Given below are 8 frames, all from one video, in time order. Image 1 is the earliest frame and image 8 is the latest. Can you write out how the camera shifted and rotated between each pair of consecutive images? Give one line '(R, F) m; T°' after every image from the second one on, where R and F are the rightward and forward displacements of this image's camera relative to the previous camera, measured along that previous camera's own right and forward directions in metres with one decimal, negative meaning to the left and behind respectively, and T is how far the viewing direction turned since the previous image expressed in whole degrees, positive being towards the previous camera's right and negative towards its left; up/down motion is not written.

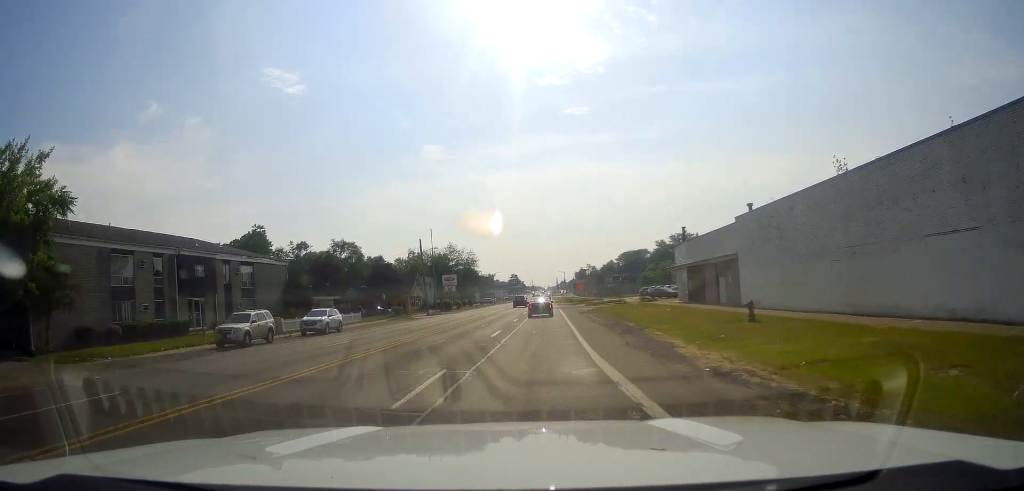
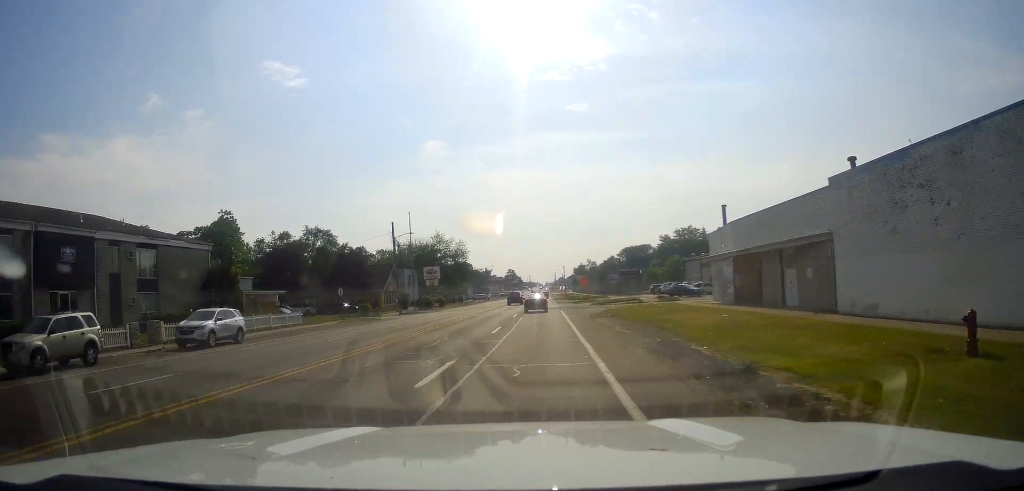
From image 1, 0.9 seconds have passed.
(0.0, +13.8) m; +2°
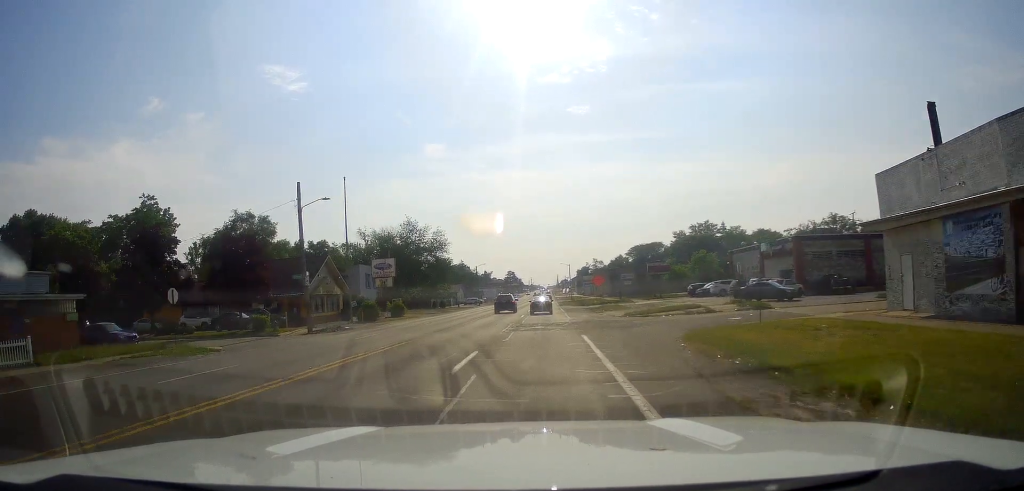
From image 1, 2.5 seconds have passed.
(+0.3, +26.5) m; 0°
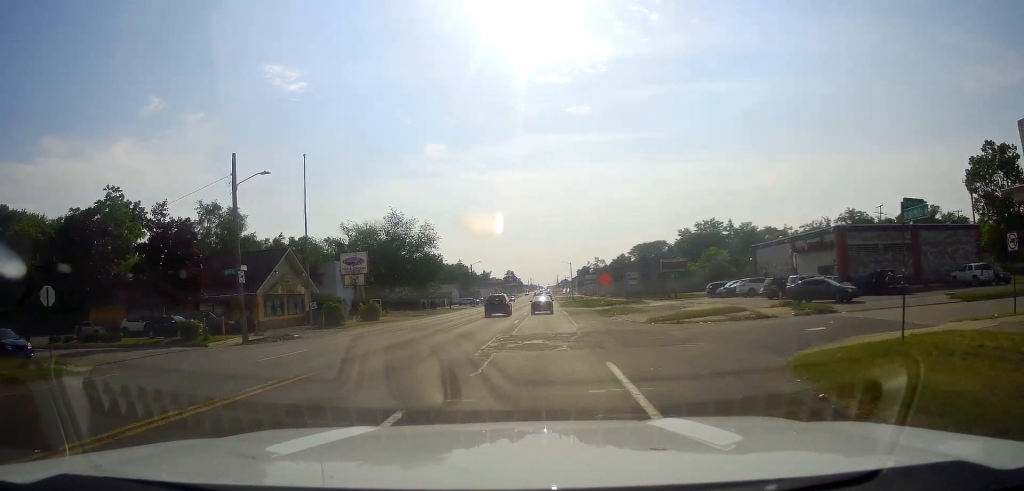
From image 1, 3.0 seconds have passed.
(-0.2, +9.2) m; 0°
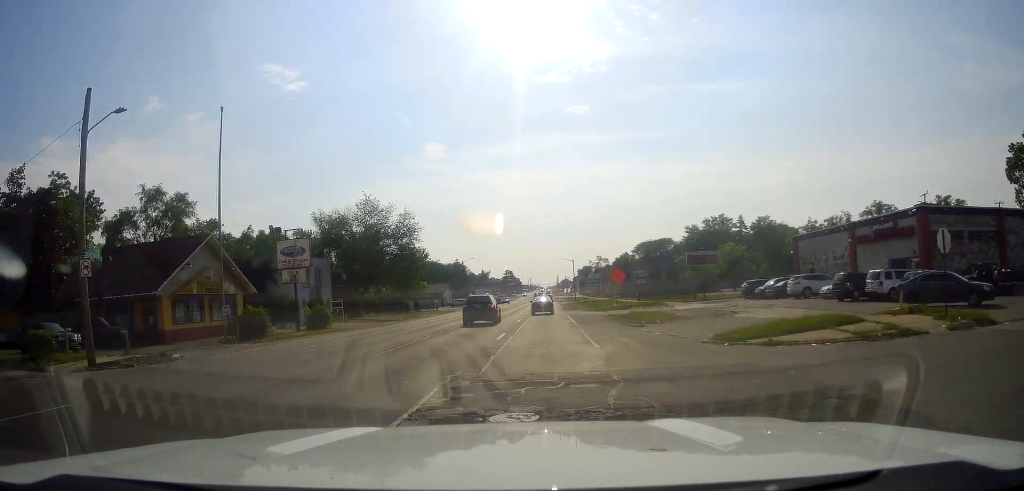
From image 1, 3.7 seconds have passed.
(+0.4, +12.4) m; 0°
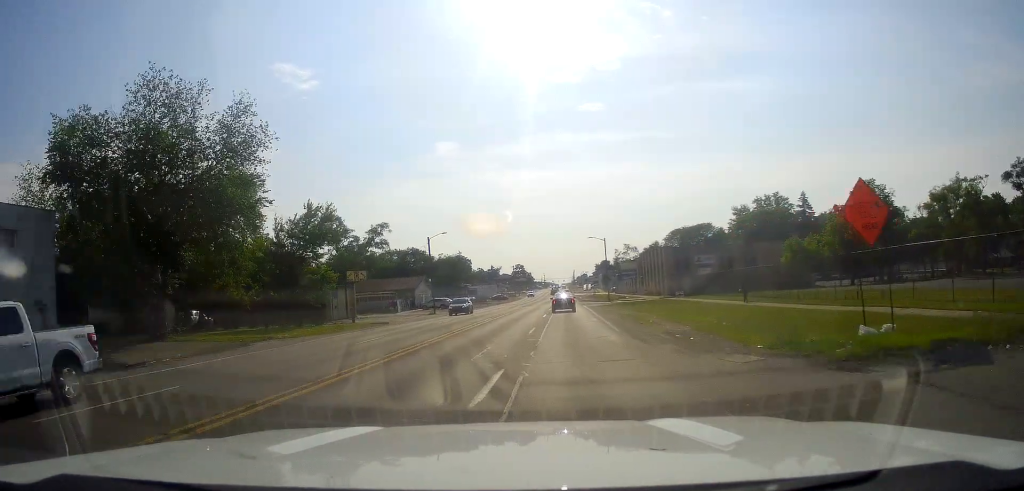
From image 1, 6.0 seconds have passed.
(-2.2, +43.3) m; -3°
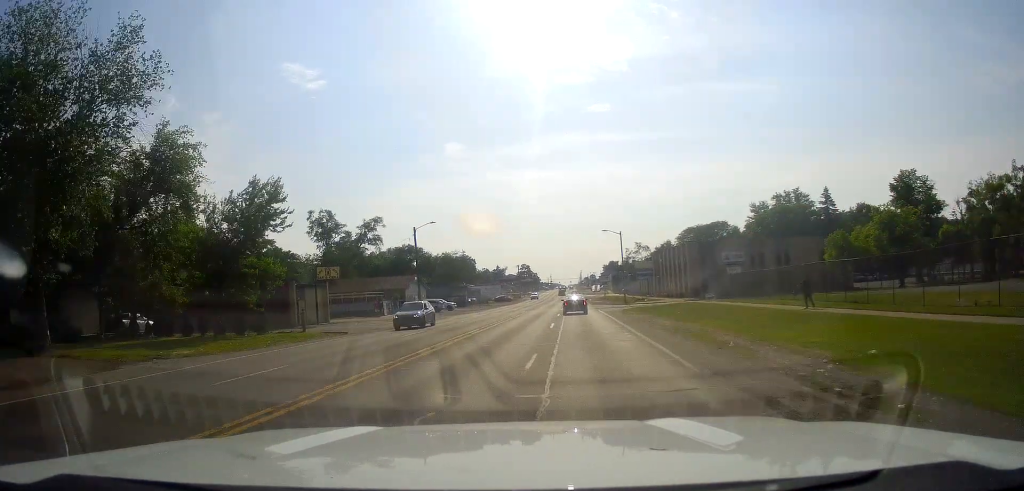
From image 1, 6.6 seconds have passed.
(+0.3, +10.9) m; +1°
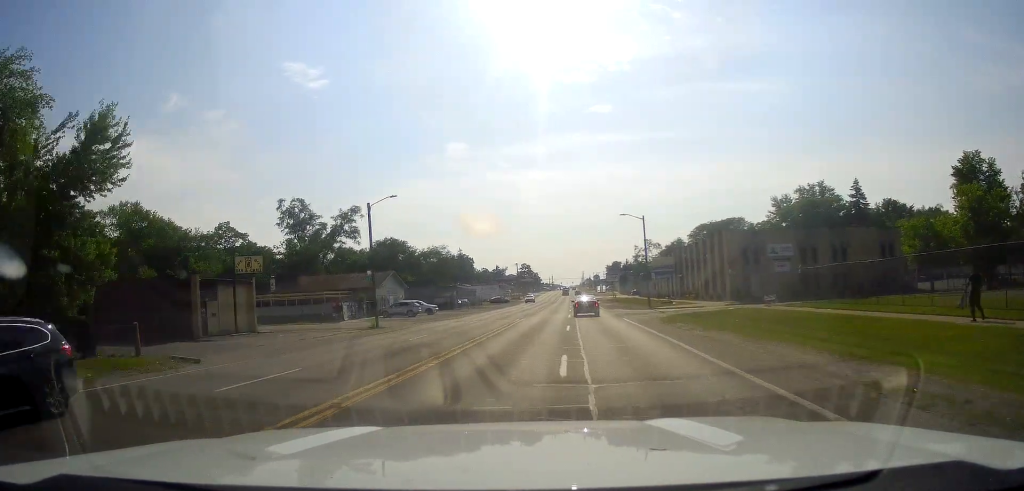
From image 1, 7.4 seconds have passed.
(+0.2, +16.1) m; 0°
